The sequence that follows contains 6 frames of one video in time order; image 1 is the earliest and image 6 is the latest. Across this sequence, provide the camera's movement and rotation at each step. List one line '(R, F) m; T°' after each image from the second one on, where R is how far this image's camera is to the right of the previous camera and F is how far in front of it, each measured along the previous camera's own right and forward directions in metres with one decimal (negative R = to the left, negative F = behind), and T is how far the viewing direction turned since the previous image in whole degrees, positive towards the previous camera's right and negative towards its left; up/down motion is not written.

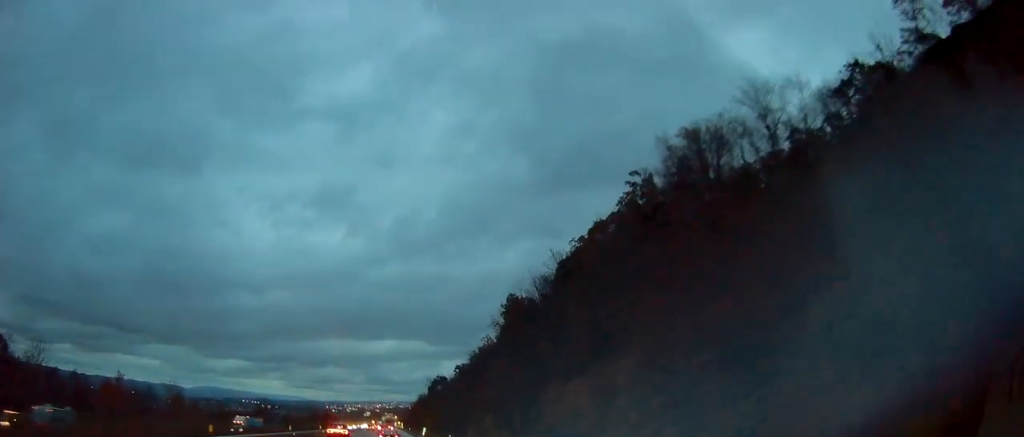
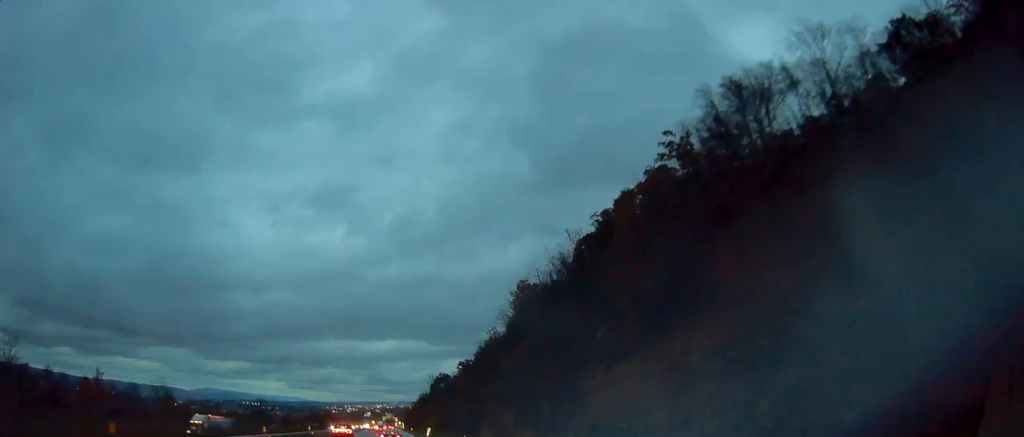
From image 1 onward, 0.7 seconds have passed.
(+0.4, +10.4) m; +1°
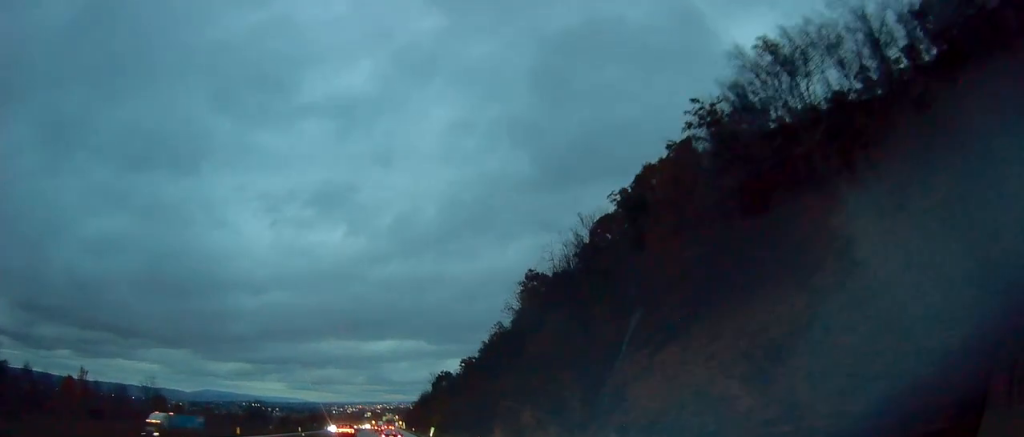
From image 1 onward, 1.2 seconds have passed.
(-0.1, +7.0) m; 0°
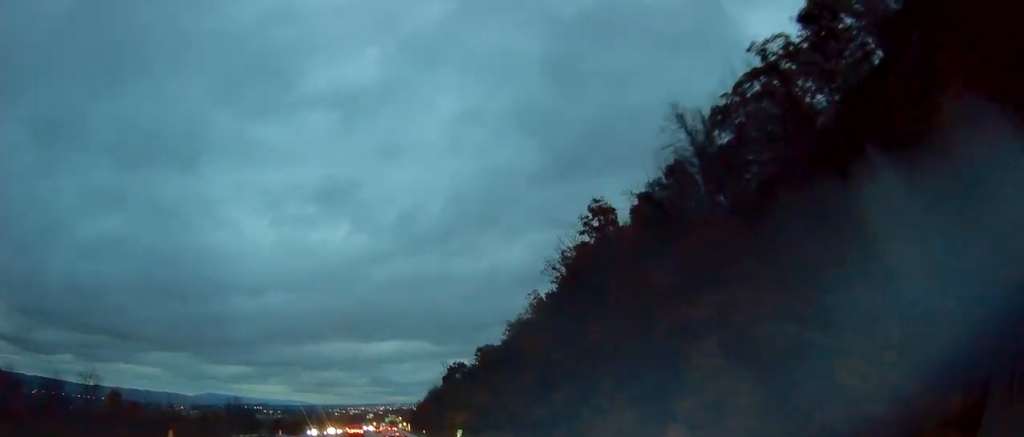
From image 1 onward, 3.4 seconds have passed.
(-0.1, +33.5) m; -1°
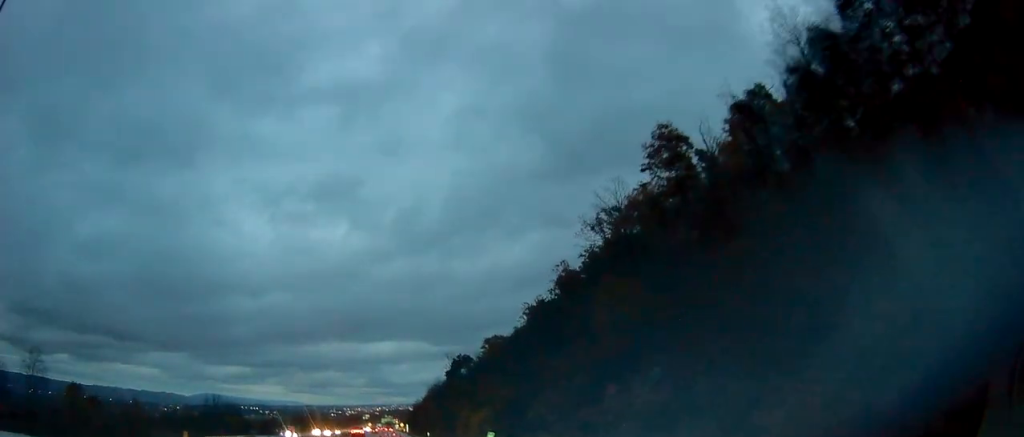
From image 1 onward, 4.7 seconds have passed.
(-0.2, +20.5) m; 0°
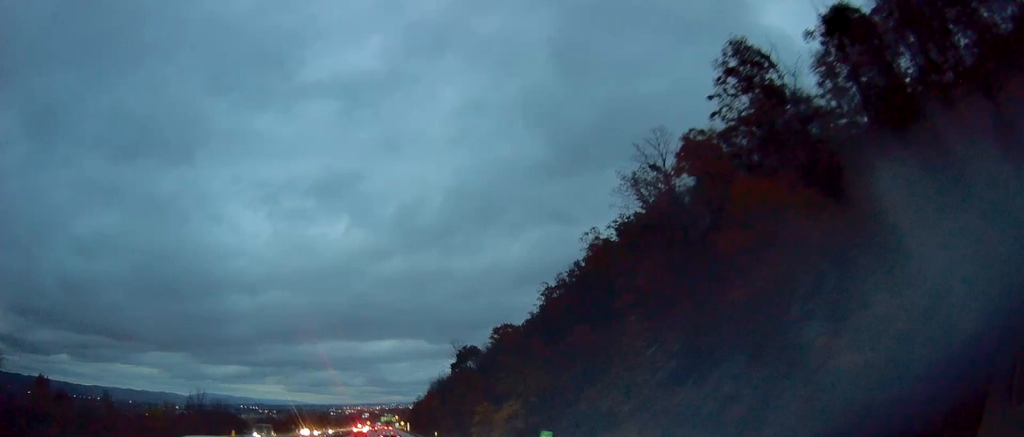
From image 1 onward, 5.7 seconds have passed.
(+0.1, +14.4) m; 0°
